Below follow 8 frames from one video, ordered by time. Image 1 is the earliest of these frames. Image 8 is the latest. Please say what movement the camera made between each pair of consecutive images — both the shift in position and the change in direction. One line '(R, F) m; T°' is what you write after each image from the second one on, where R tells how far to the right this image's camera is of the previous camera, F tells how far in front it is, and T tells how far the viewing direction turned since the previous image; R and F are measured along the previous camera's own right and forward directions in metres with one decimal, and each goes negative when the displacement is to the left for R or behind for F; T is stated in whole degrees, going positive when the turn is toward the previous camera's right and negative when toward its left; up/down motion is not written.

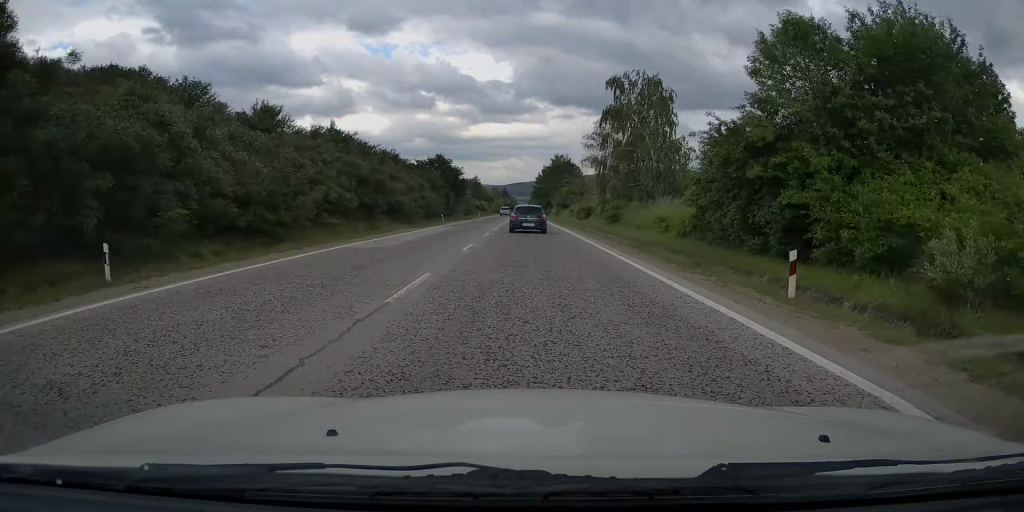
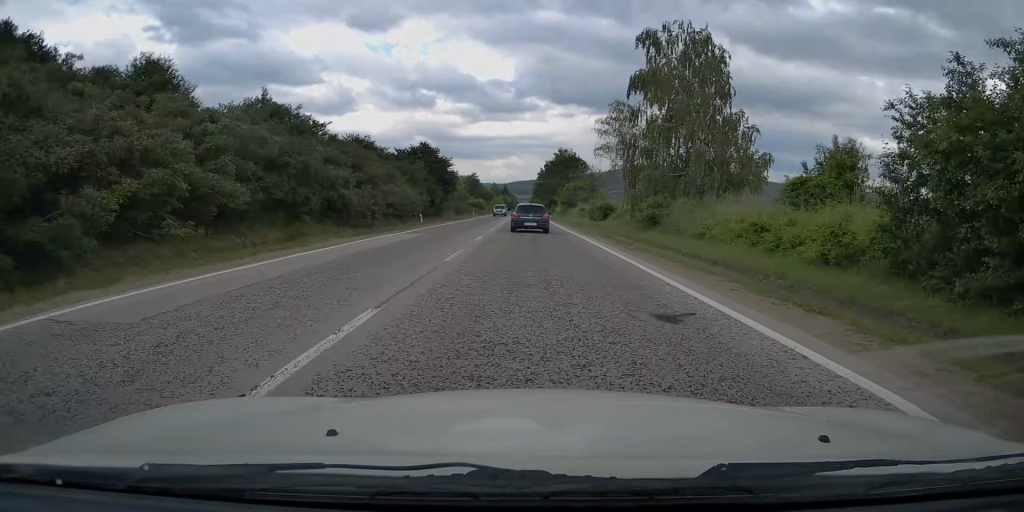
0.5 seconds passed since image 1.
(-0.1, +12.8) m; 0°
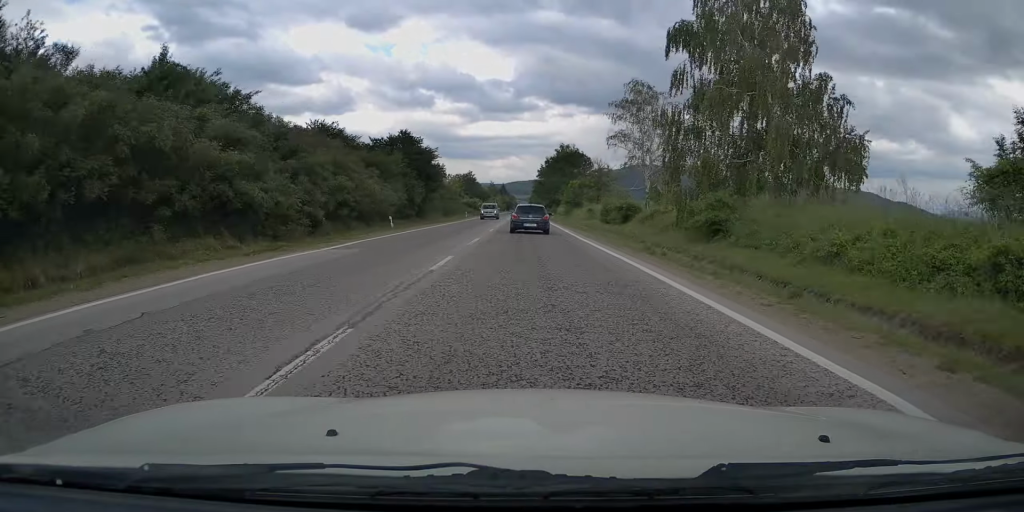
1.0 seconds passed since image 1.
(0.0, +10.4) m; 0°
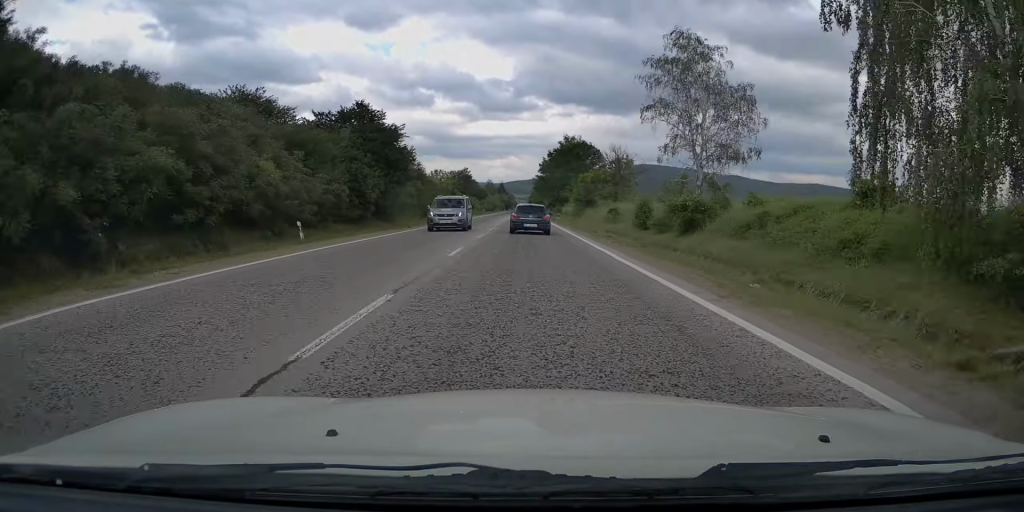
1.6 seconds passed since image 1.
(+0.1, +15.2) m; 0°
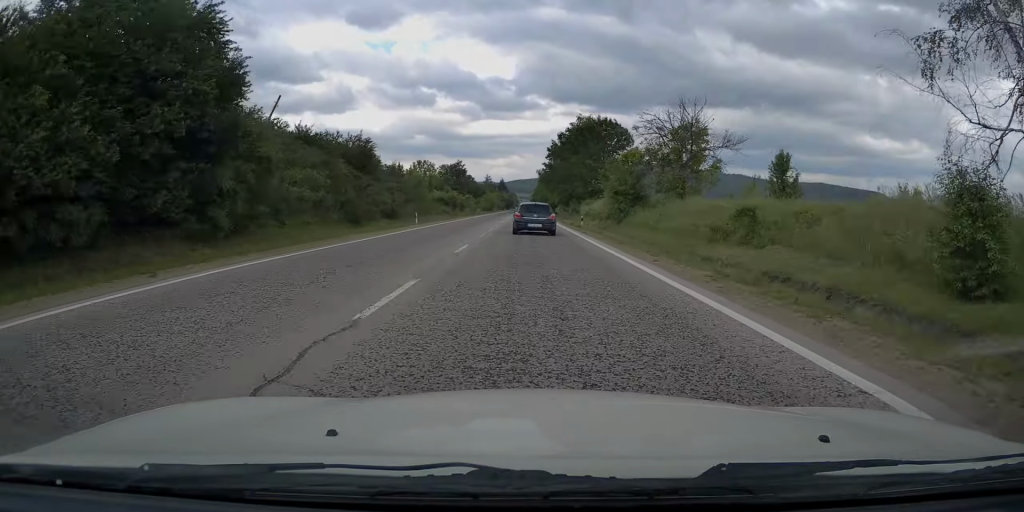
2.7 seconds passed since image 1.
(-0.2, +25.8) m; 0°
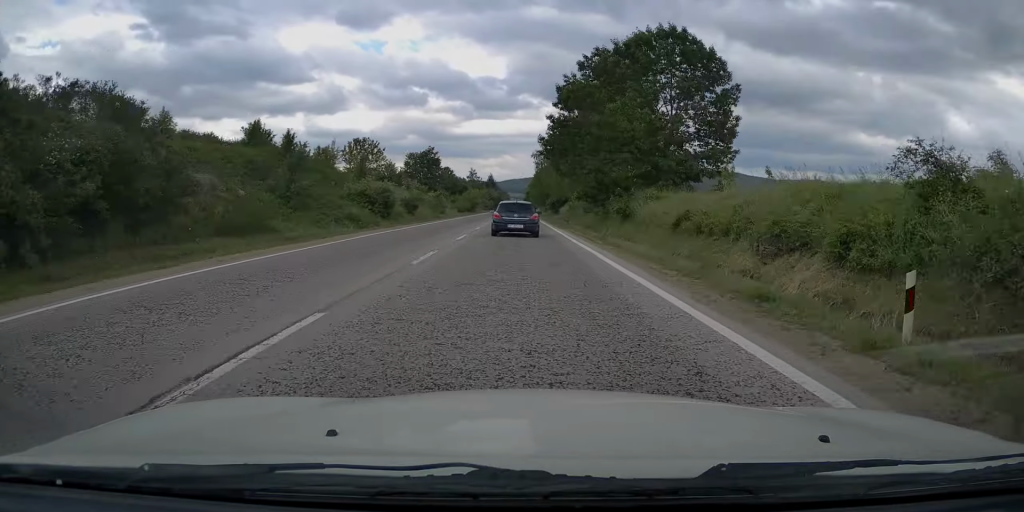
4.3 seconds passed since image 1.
(+0.4, +39.0) m; +1°
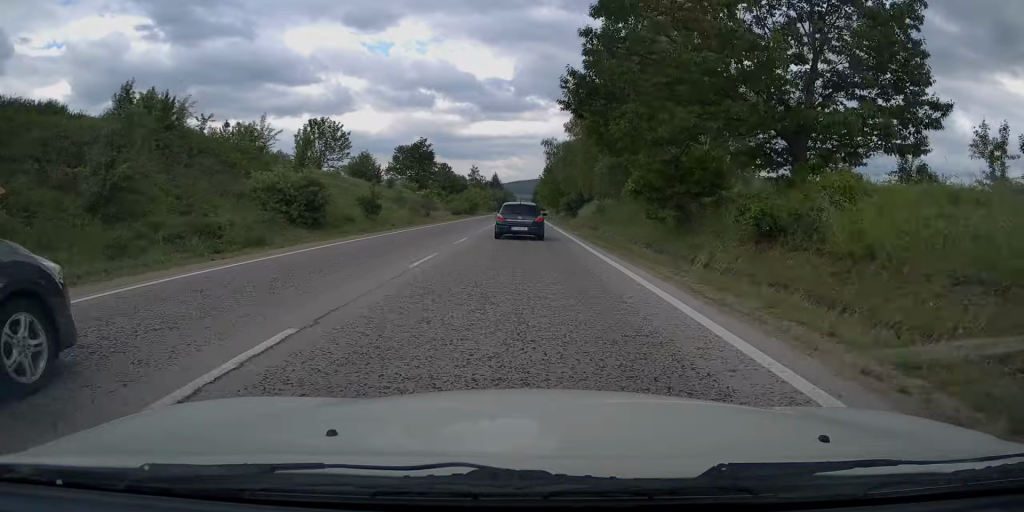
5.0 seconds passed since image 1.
(+0.1, +18.7) m; 0°
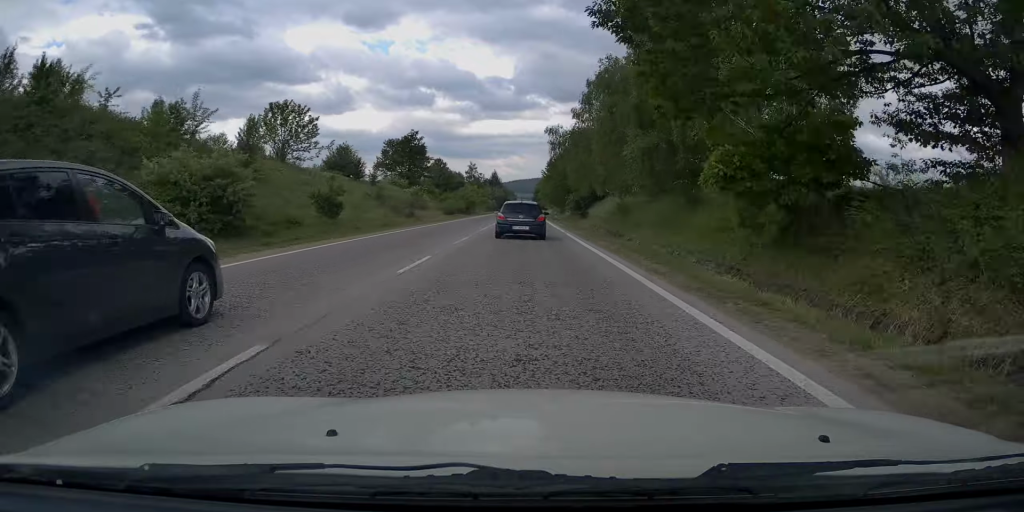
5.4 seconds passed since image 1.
(-0.1, +9.8) m; 0°
